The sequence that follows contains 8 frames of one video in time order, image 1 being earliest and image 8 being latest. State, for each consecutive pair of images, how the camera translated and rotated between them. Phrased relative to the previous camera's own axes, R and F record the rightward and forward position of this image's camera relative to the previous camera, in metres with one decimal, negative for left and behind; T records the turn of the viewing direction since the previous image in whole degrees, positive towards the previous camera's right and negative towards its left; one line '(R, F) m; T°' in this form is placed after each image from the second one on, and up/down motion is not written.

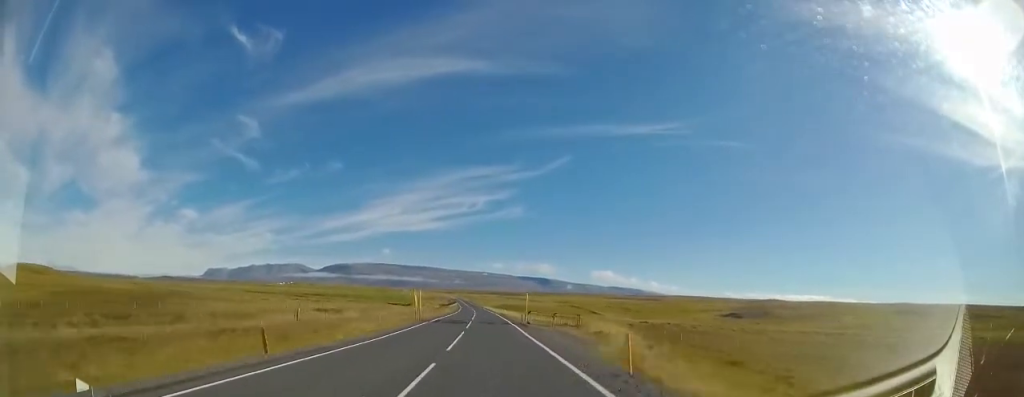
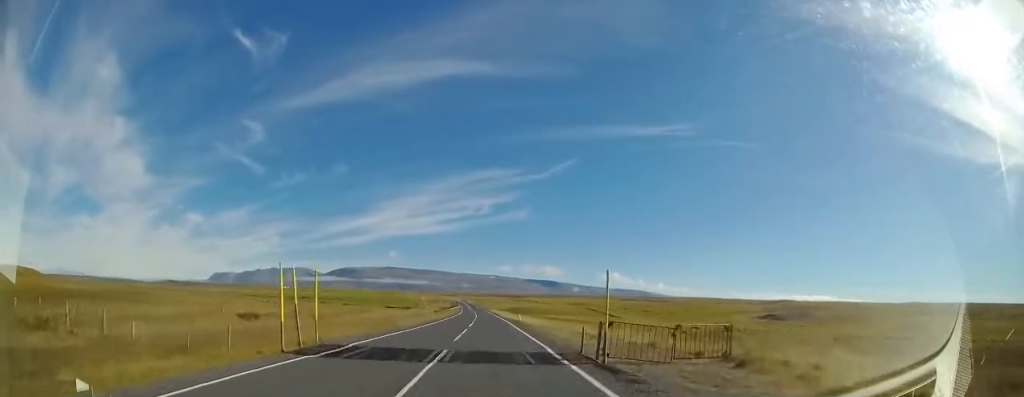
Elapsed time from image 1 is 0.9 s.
(-0.5, +21.1) m; -1°
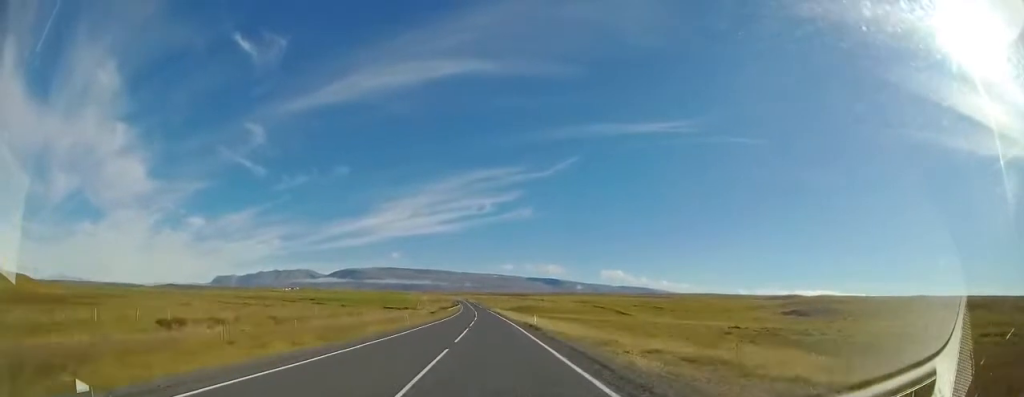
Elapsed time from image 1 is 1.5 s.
(0.0, +12.0) m; -1°
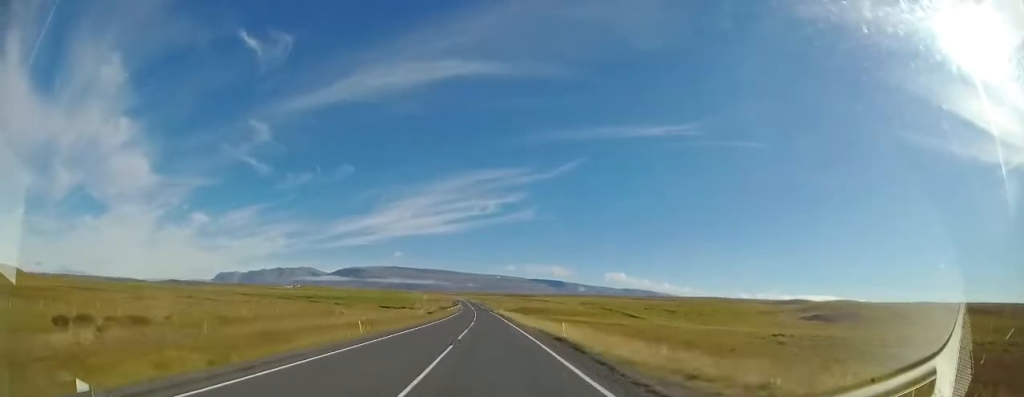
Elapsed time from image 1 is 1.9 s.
(+0.1, +10.5) m; -1°
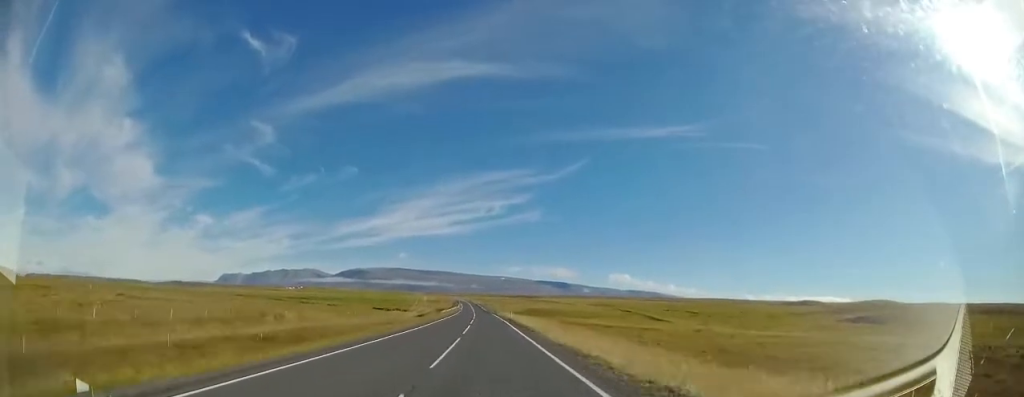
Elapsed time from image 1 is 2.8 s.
(-0.5, +20.1) m; -1°
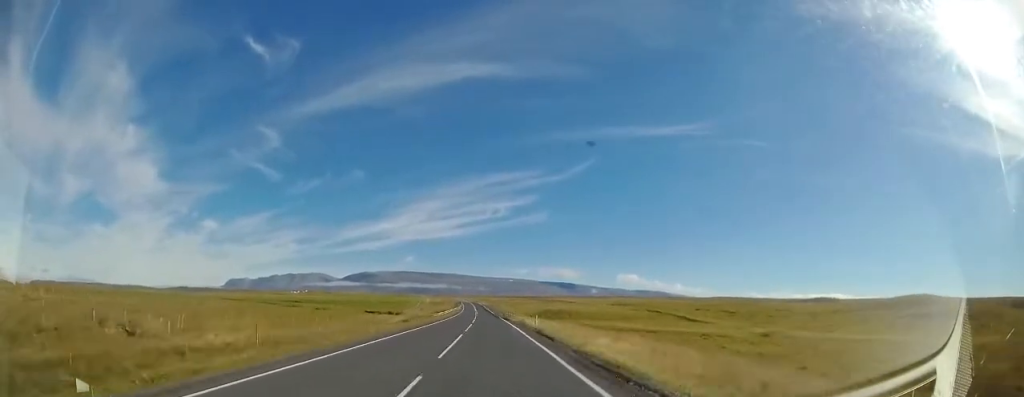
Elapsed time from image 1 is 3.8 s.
(-0.1, +22.3) m; +1°
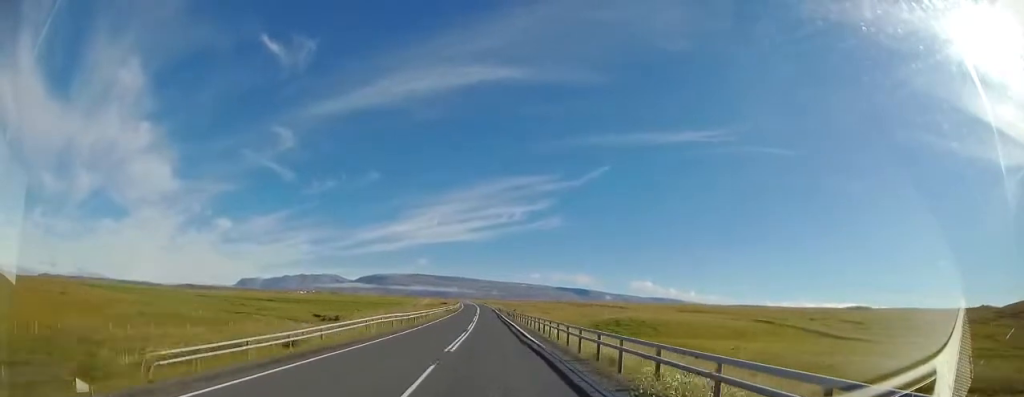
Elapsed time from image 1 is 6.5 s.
(-1.2, +58.9) m; -2°
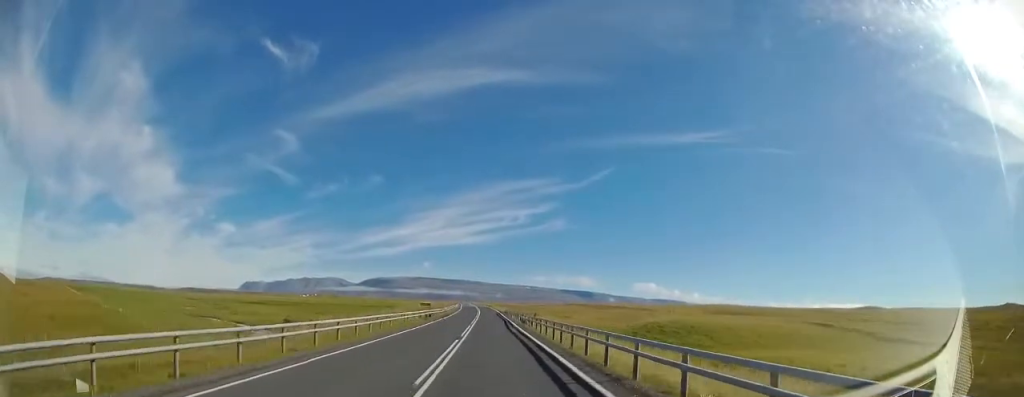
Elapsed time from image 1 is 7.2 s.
(+0.2, +17.3) m; 0°
